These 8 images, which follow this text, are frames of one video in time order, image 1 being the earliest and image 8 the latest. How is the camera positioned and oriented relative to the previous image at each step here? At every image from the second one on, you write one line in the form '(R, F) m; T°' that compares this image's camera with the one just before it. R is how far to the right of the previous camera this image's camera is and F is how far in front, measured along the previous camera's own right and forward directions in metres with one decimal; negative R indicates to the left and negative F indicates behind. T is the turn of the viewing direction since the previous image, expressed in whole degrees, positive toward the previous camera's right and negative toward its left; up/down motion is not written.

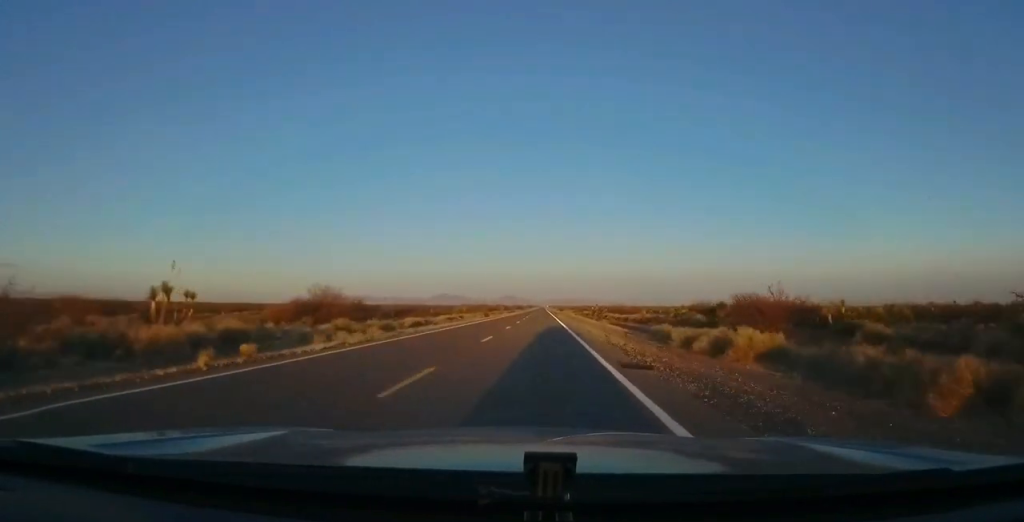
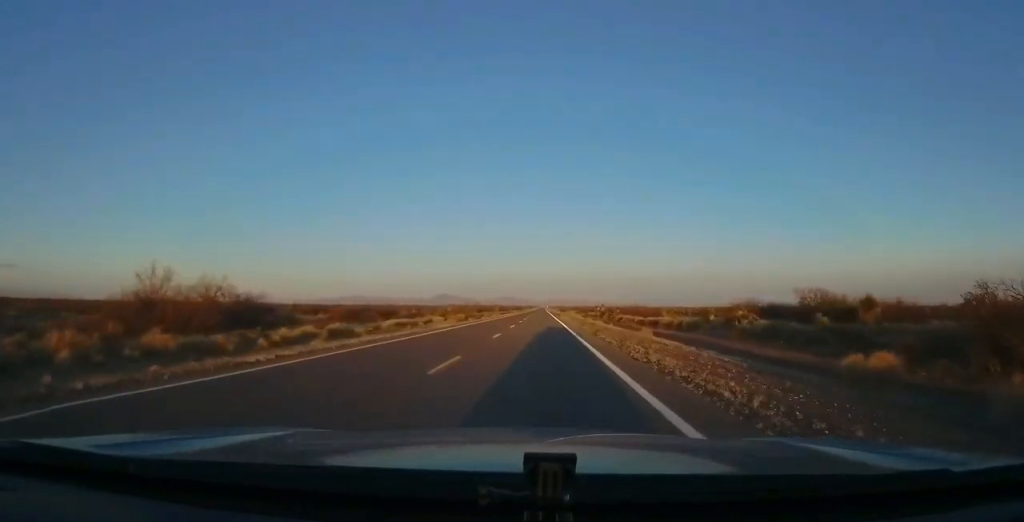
(+0.3, +21.5) m; +1°
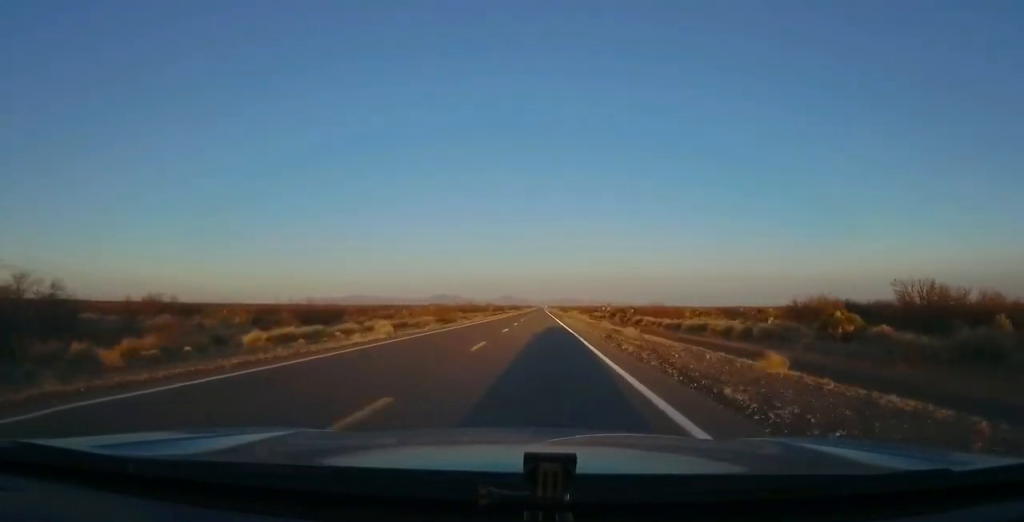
(0.0, +18.6) m; 0°
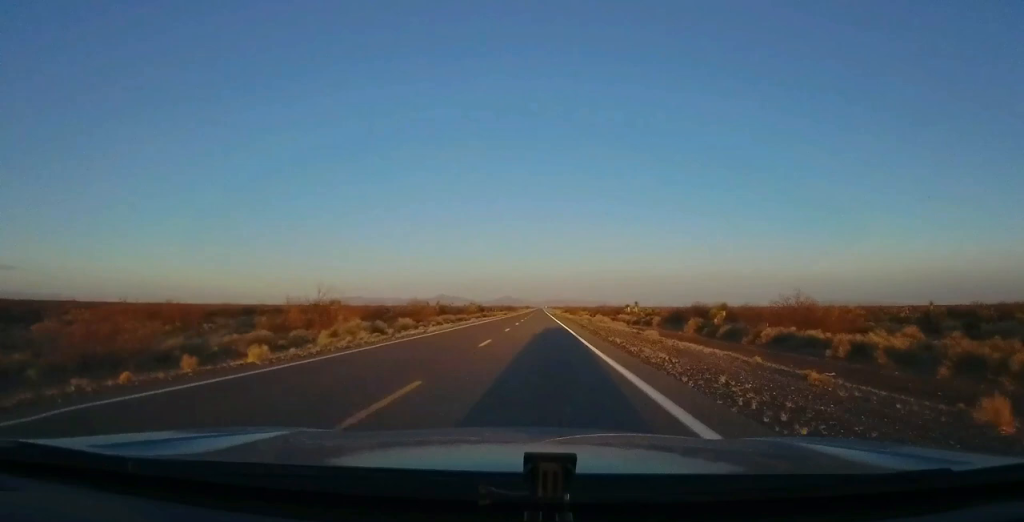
(-0.3, +46.9) m; -1°
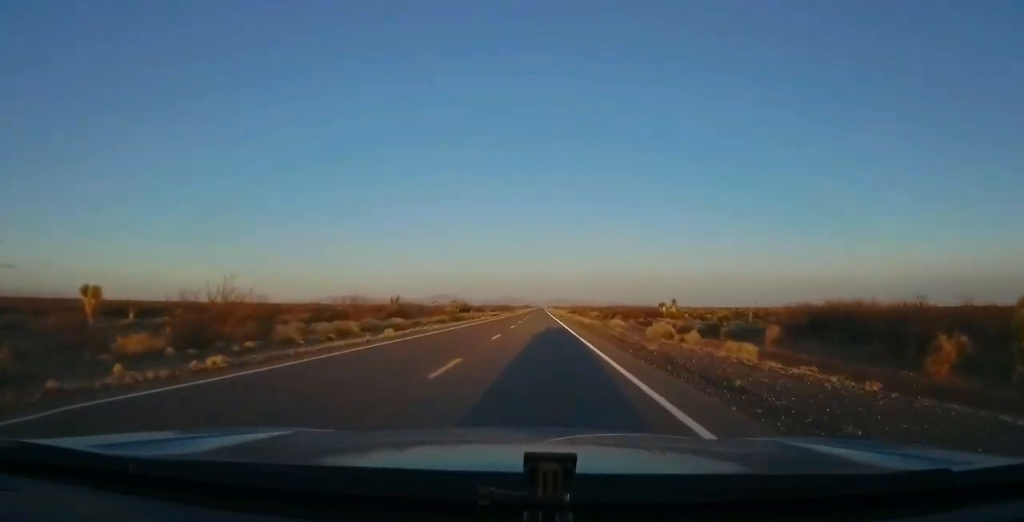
(-0.3, +32.1) m; 0°
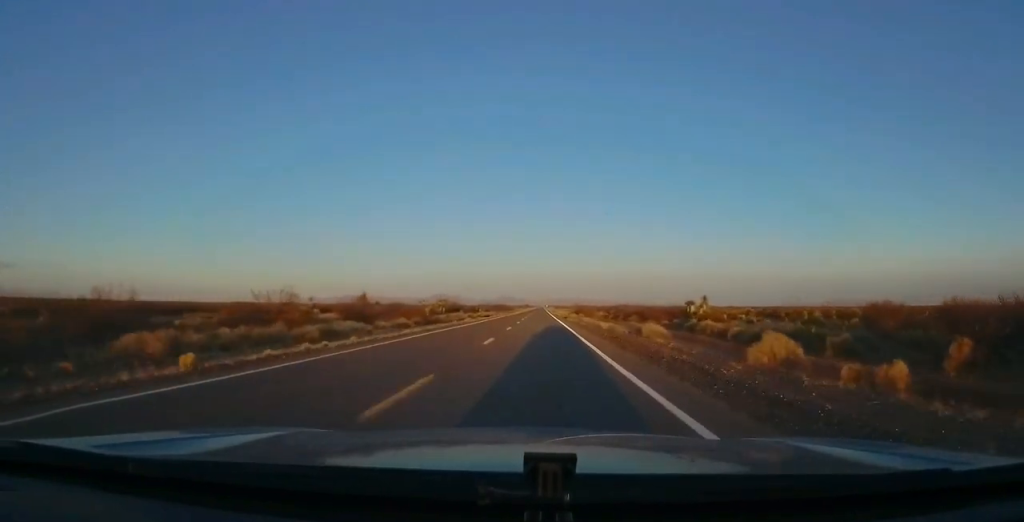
(+0.2, +15.6) m; +1°
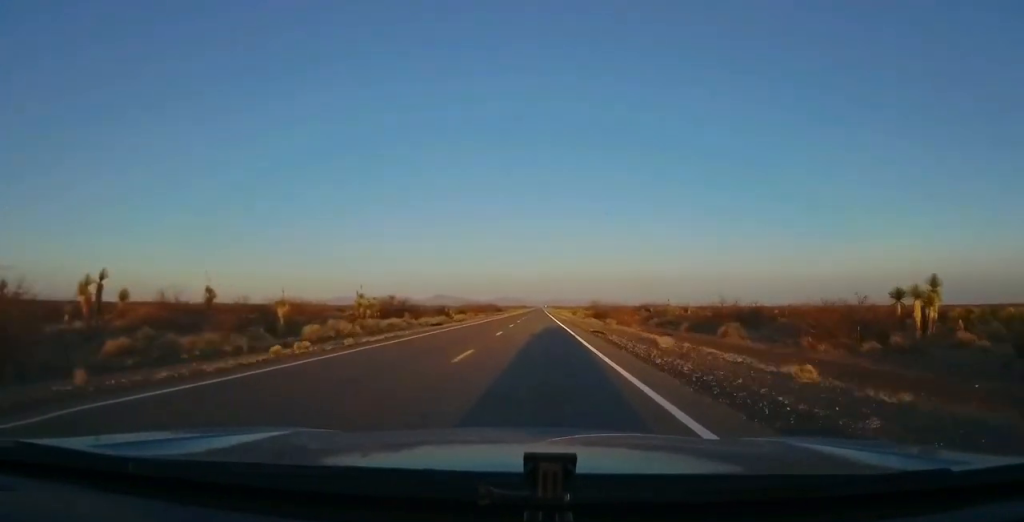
(+0.1, +41.8) m; 0°
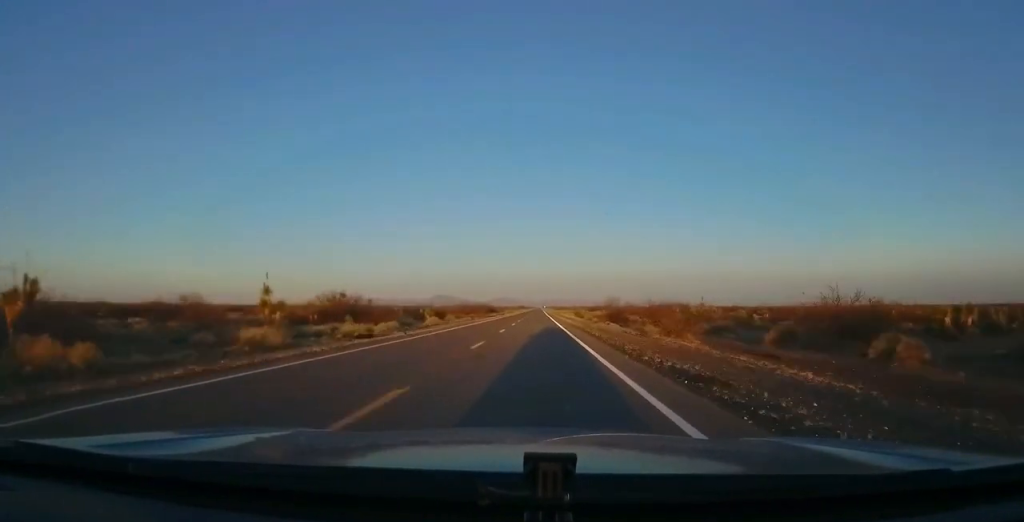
(+0.1, +19.5) m; -1°
